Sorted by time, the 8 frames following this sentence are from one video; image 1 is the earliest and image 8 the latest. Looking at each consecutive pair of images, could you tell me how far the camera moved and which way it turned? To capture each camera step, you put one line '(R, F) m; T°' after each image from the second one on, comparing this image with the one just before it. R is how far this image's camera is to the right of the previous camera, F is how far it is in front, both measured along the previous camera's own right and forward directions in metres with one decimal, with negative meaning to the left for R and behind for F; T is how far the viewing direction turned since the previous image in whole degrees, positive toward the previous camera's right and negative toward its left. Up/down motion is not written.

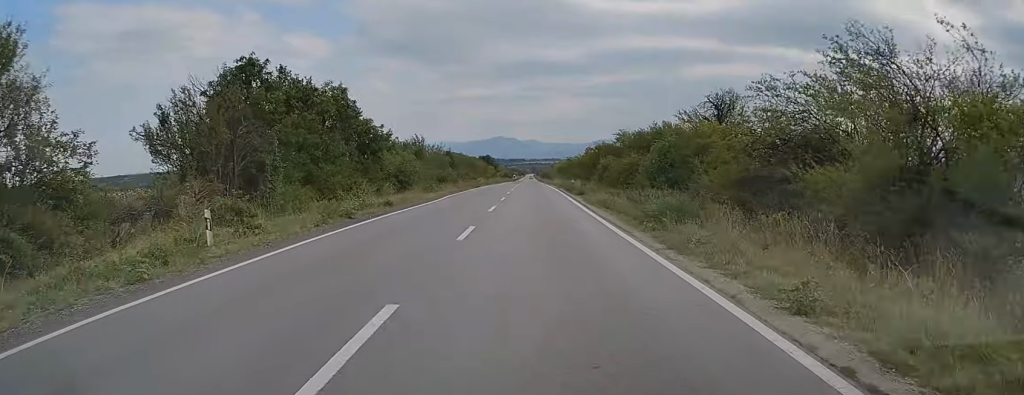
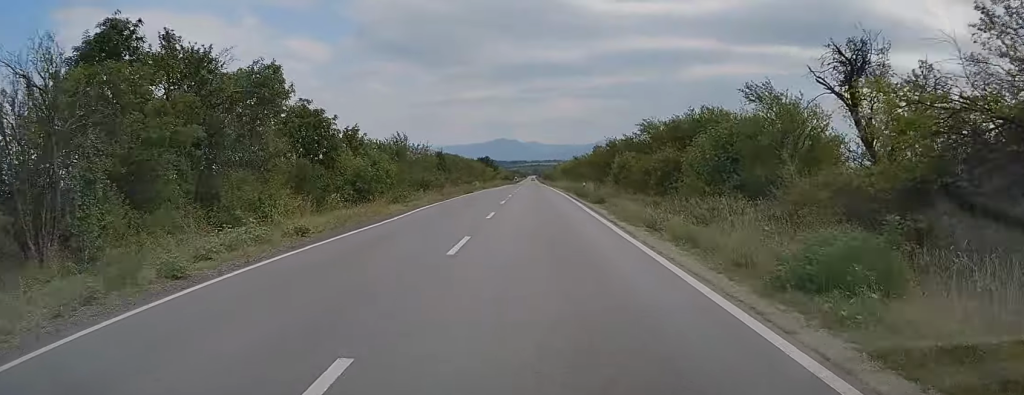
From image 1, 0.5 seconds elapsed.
(+0.1, +10.9) m; 0°
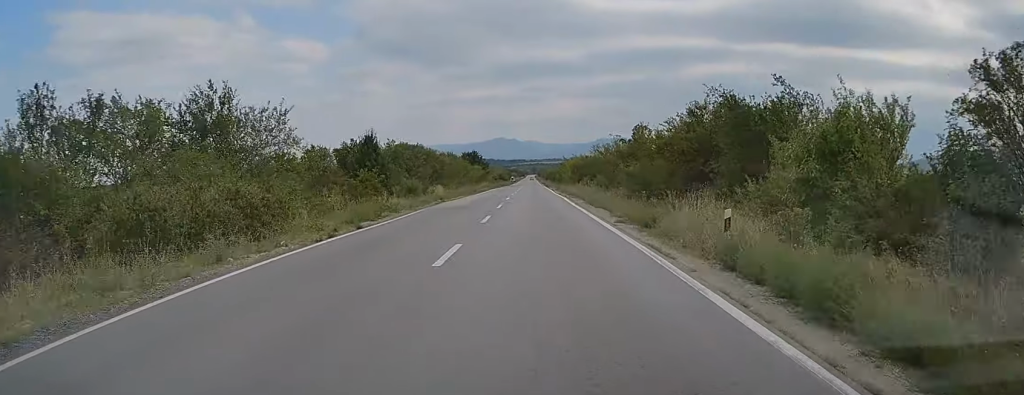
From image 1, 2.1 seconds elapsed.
(-0.1, +37.3) m; 0°
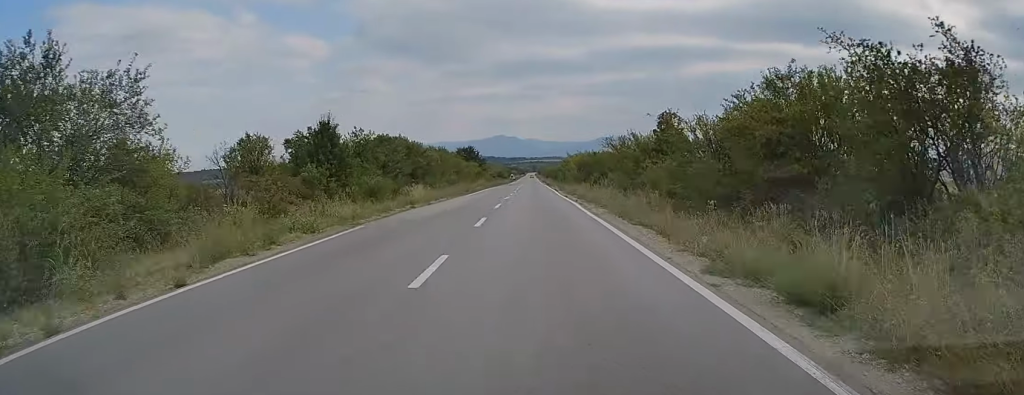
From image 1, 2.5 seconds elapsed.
(+0.1, +10.9) m; 0°
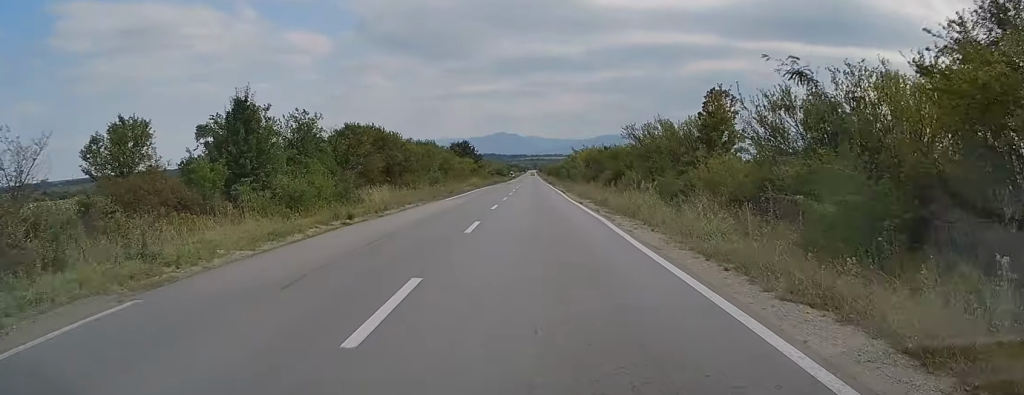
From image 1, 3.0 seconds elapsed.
(-0.1, +11.8) m; 0°
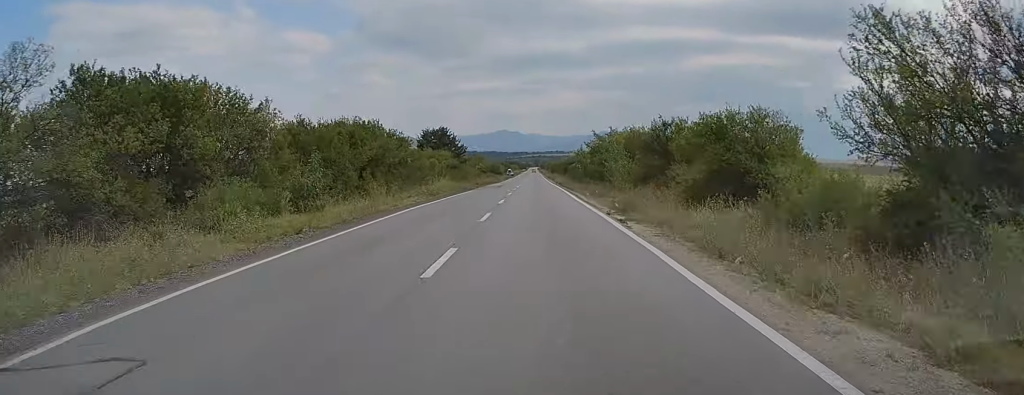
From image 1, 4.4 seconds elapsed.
(+0.2, +33.2) m; 0°
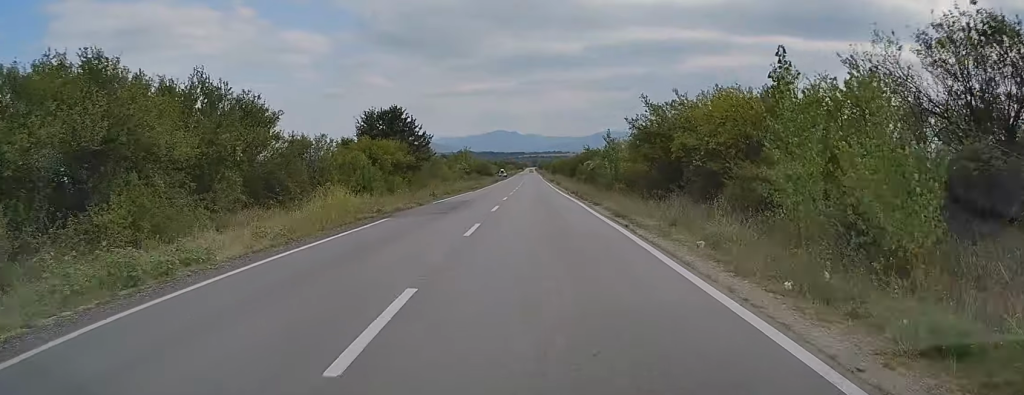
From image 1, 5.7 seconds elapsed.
(-0.2, +31.0) m; 0°
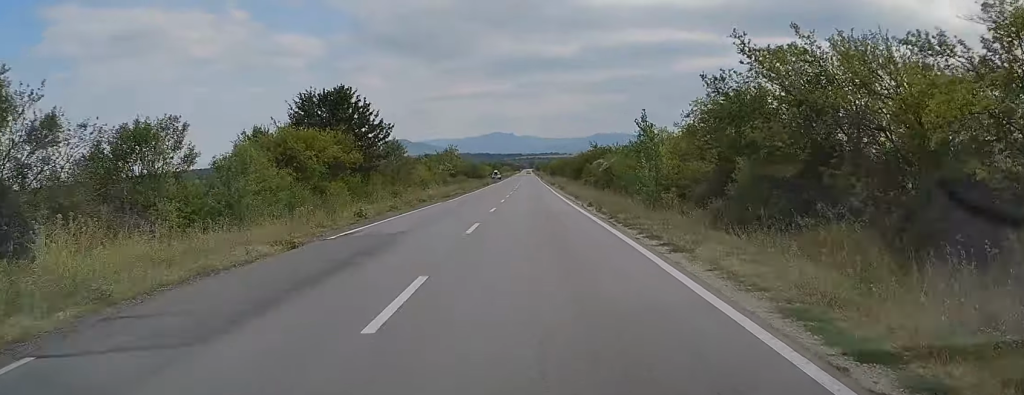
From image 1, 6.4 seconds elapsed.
(+0.1, +16.8) m; 0°
